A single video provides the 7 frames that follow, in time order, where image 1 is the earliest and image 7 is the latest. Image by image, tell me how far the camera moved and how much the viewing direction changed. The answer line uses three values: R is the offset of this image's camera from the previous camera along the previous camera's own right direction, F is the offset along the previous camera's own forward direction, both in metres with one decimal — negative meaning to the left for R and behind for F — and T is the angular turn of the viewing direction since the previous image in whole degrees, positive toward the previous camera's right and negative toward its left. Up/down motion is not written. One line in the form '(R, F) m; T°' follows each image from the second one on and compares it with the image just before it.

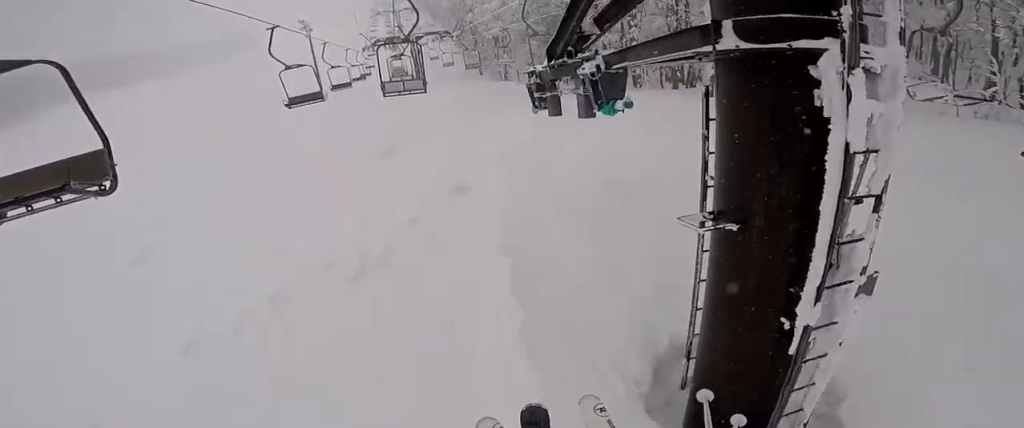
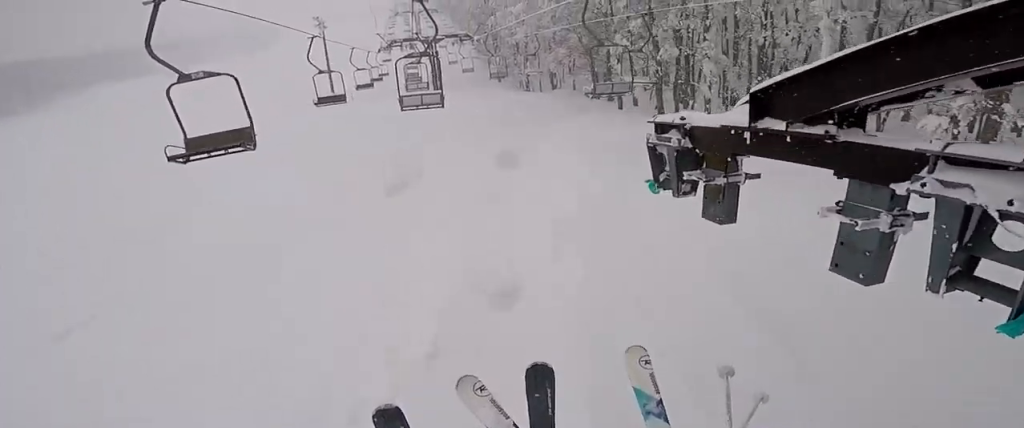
(+0.2, +3.2) m; -36°
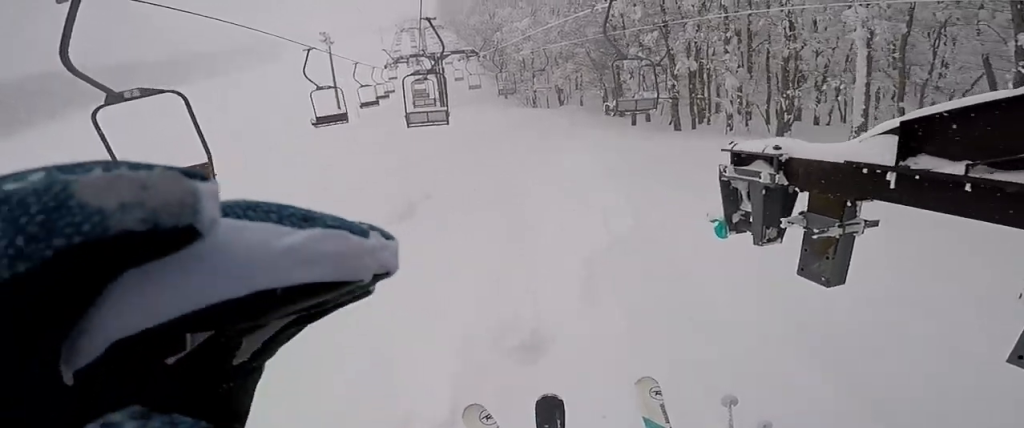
(-0.4, +1.2) m; +14°
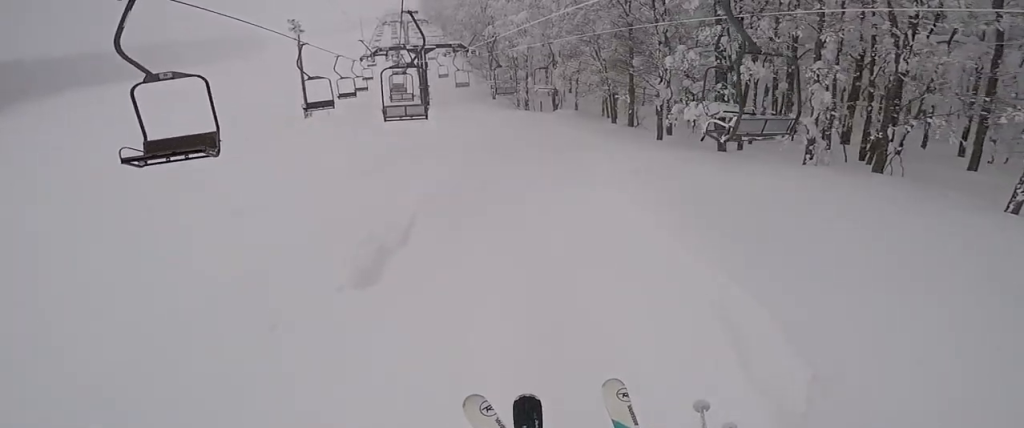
(+1.7, +3.8) m; +11°
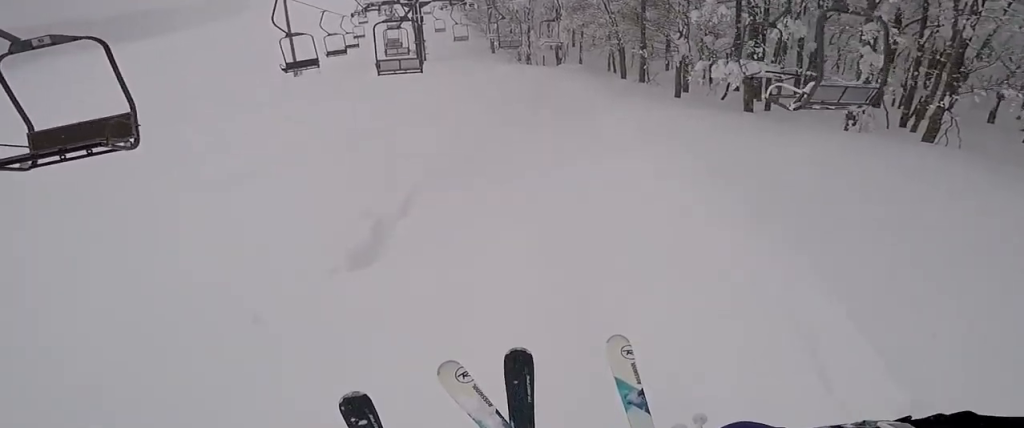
(-0.2, +1.2) m; +8°
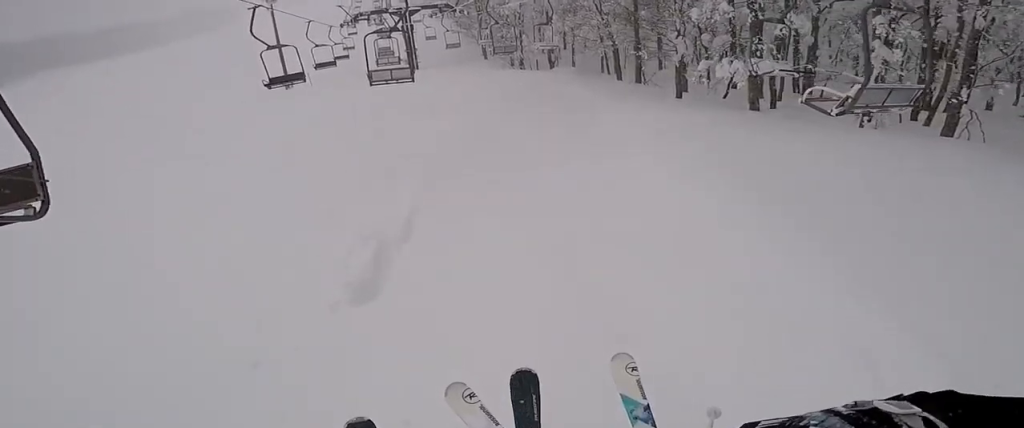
(0.0, +0.8) m; +9°
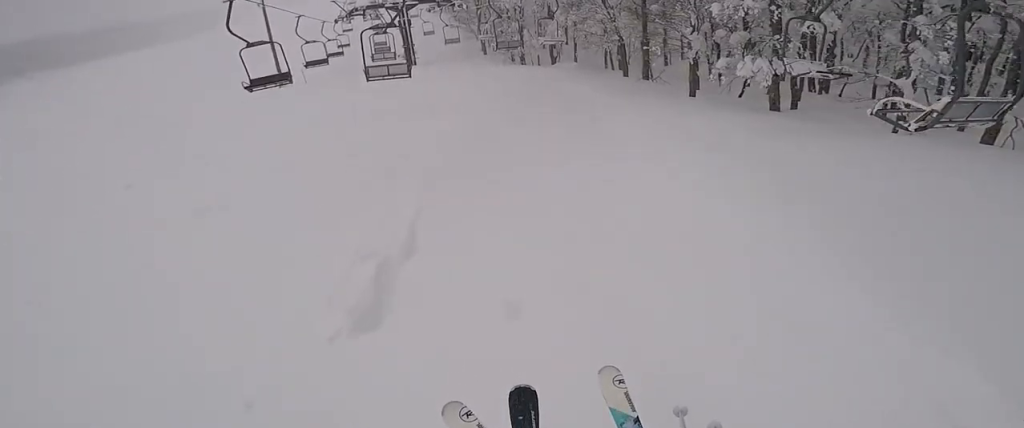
(+0.2, +0.8) m; +14°
